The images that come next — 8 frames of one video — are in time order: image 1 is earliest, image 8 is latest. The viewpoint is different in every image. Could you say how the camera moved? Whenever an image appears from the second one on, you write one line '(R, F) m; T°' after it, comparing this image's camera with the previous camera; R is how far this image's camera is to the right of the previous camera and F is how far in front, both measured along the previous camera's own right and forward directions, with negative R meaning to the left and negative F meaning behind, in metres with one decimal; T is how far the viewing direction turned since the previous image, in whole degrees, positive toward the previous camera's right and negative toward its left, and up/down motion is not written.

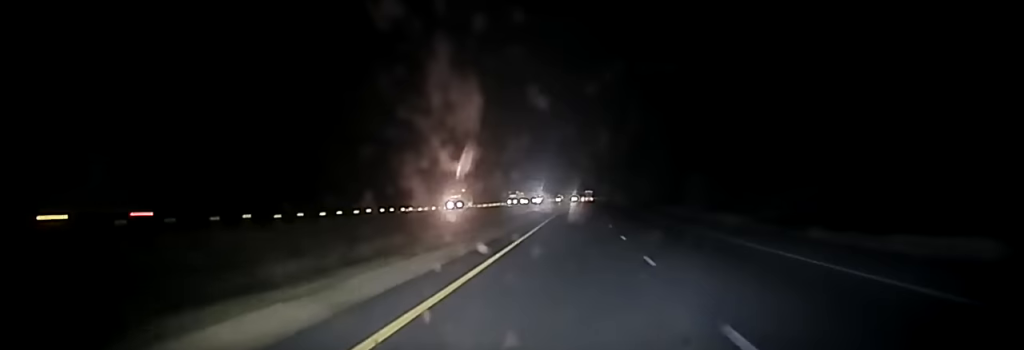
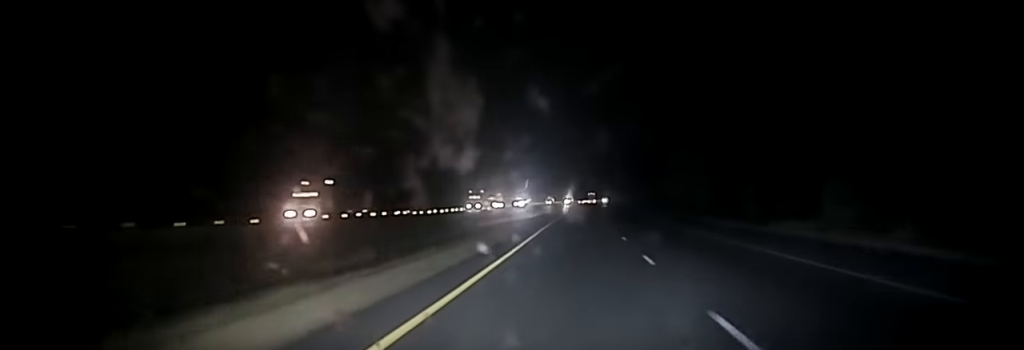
(+0.1, +57.1) m; 0°
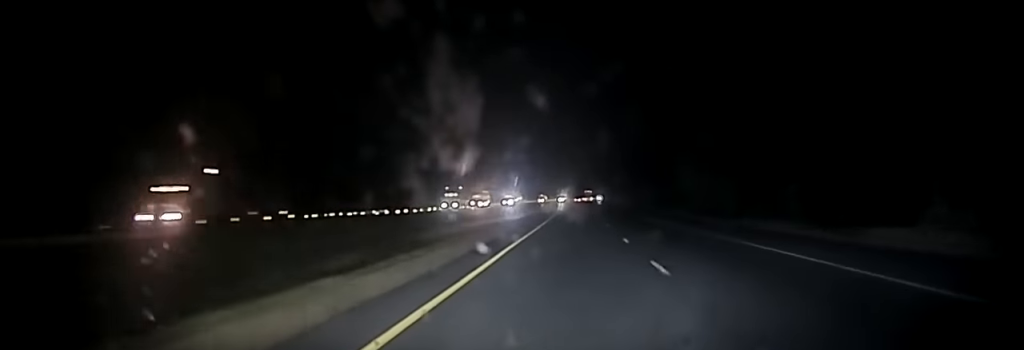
(0.0, +15.6) m; 0°
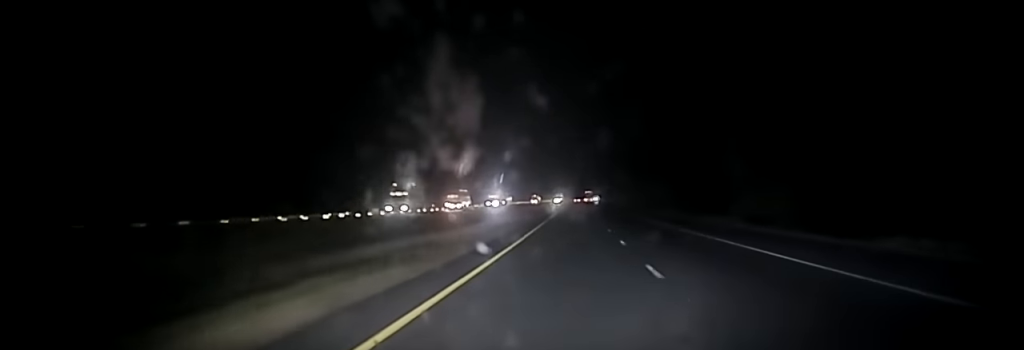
(+0.1, +27.6) m; 0°
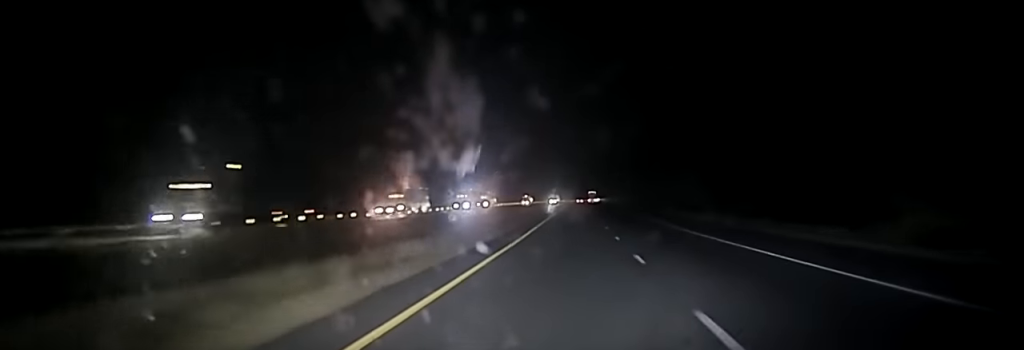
(+0.1, +37.7) m; 0°
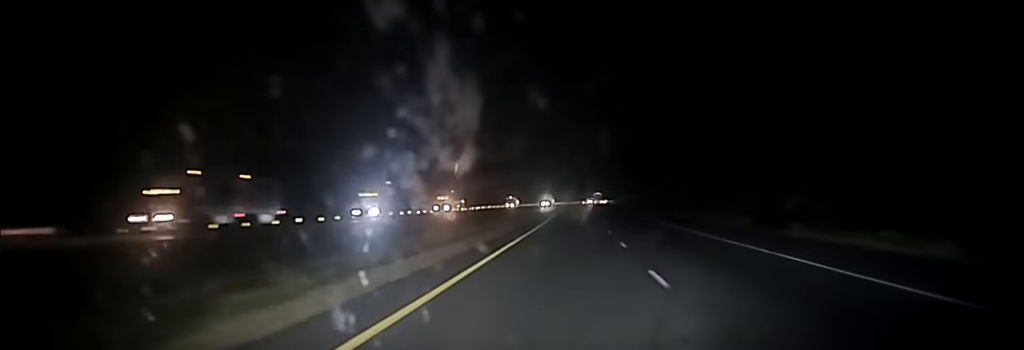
(-0.2, +43.1) m; 0°
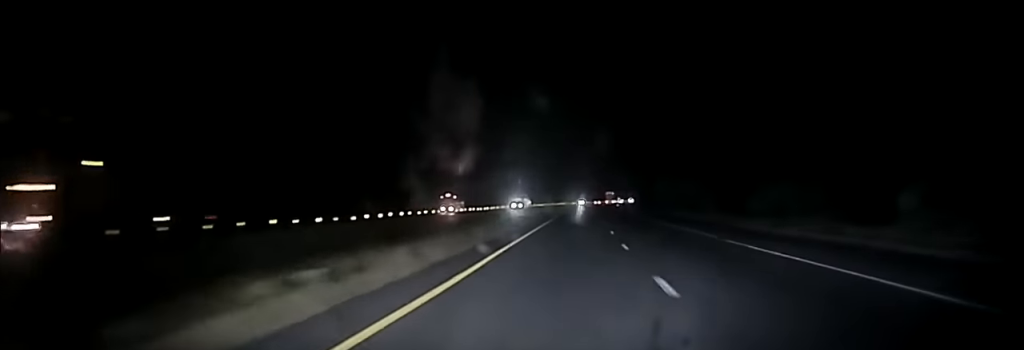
(-0.1, +65.2) m; 0°
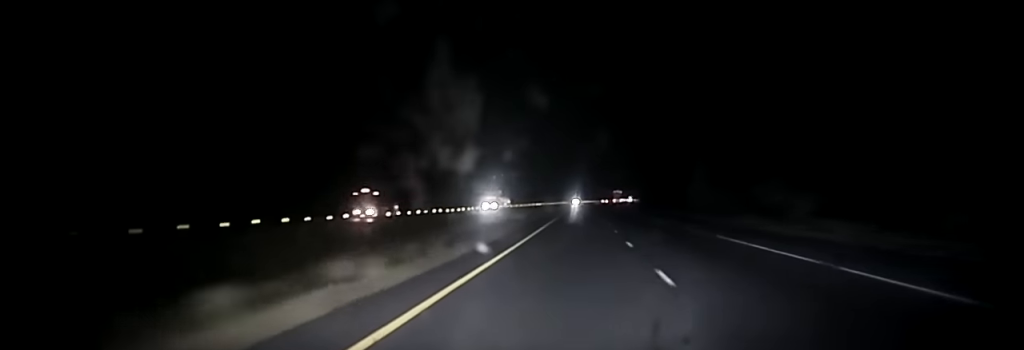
(0.0, +31.1) m; 0°
